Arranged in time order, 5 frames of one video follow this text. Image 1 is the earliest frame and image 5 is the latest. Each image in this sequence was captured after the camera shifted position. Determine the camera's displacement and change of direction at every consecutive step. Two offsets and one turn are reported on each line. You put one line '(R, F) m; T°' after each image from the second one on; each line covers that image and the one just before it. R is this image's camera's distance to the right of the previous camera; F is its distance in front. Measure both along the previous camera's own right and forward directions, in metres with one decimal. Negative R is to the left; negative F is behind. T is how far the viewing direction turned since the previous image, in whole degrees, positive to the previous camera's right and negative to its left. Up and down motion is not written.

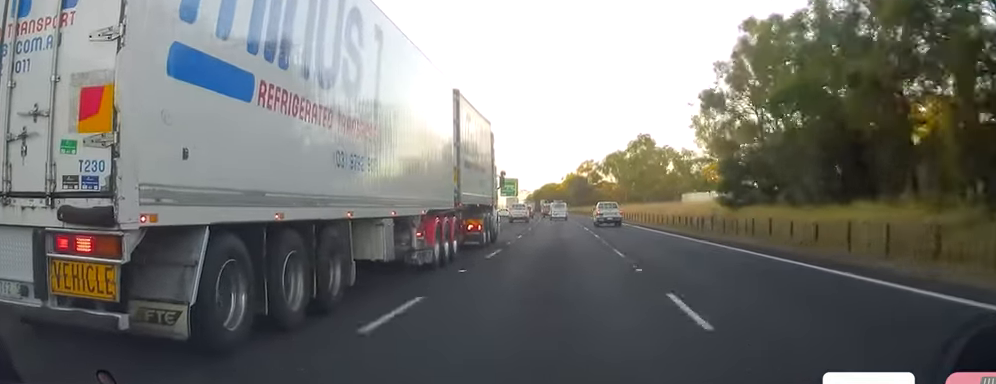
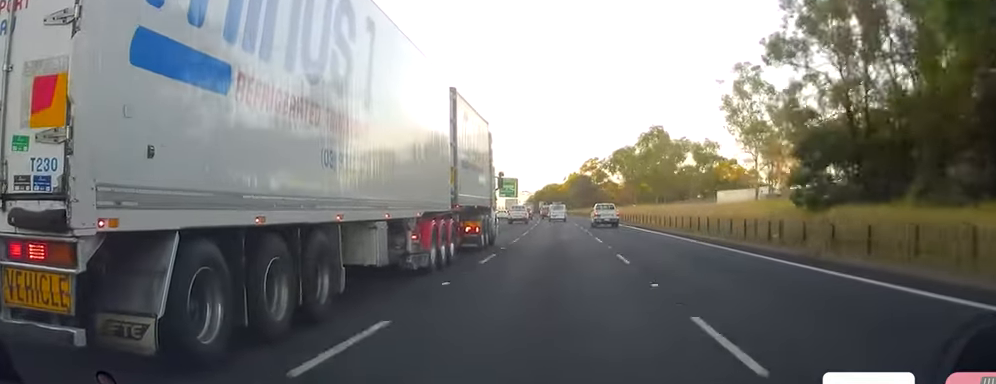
(+0.1, +14.1) m; -1°
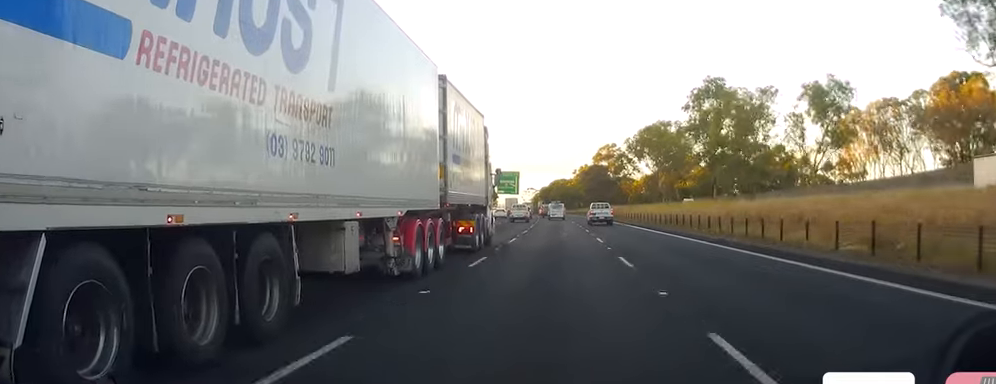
(-0.4, +37.8) m; -1°
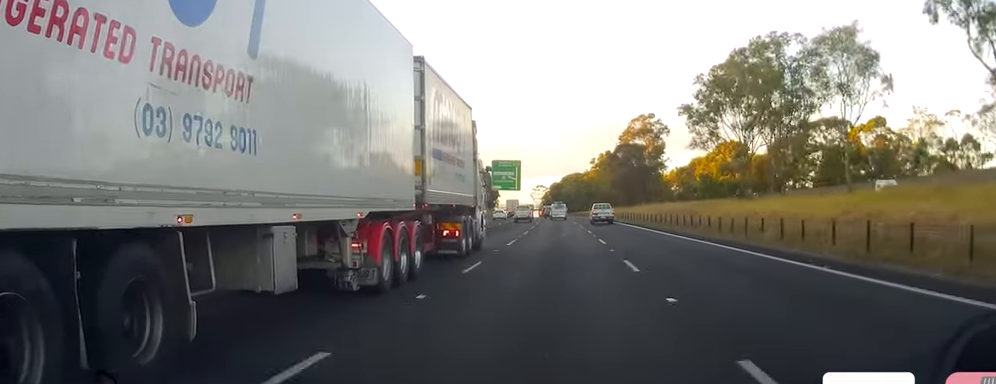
(-1.8, +49.1) m; -3°
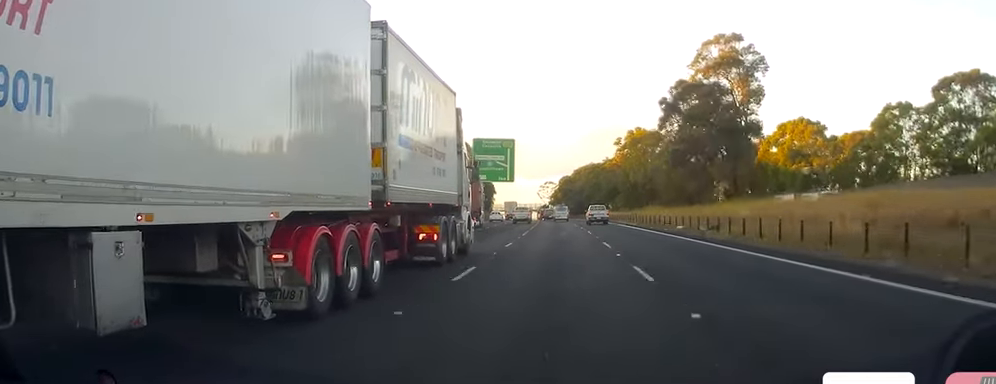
(+2.4, +49.2) m; +2°
